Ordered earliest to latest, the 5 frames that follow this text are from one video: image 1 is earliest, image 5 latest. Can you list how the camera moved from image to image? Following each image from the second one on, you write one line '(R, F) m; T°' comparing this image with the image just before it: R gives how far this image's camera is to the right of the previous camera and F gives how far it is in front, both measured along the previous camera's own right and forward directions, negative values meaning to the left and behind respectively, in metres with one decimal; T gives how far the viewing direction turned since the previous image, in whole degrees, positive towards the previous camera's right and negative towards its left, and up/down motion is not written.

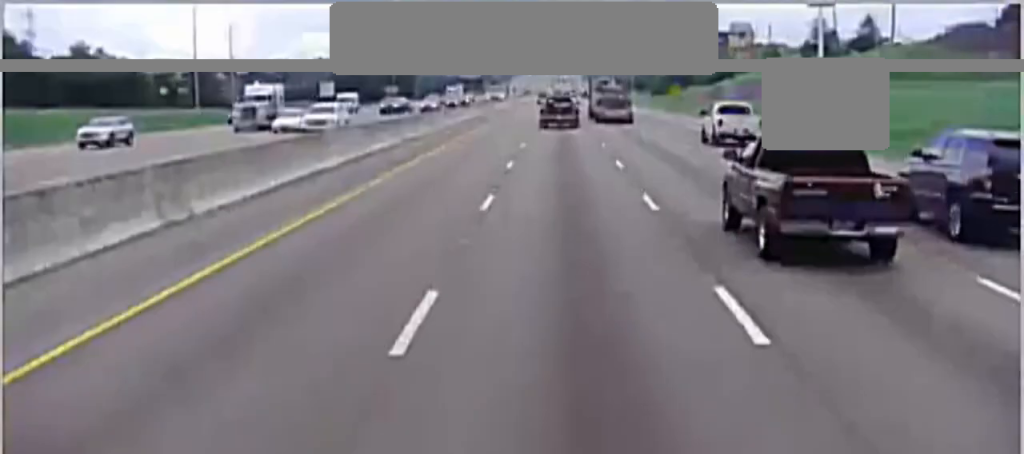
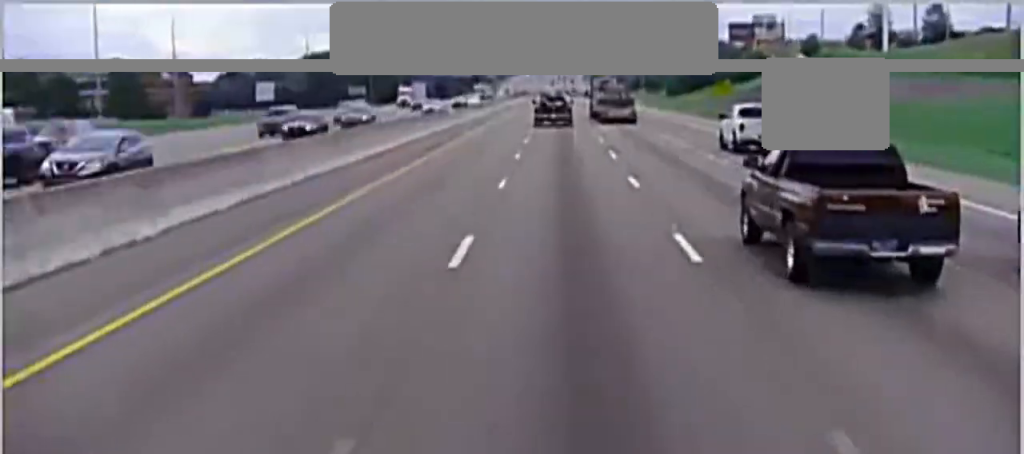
(-0.2, +44.3) m; 0°
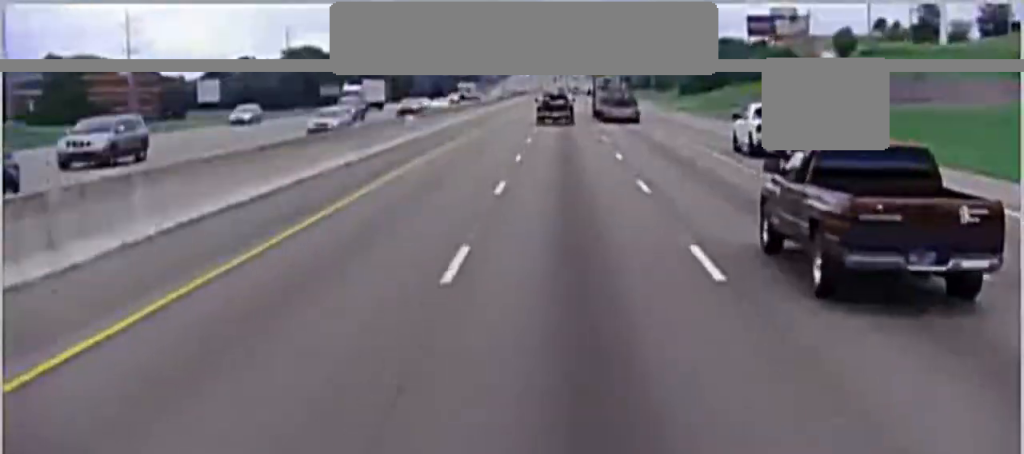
(+0.1, +25.9) m; 0°
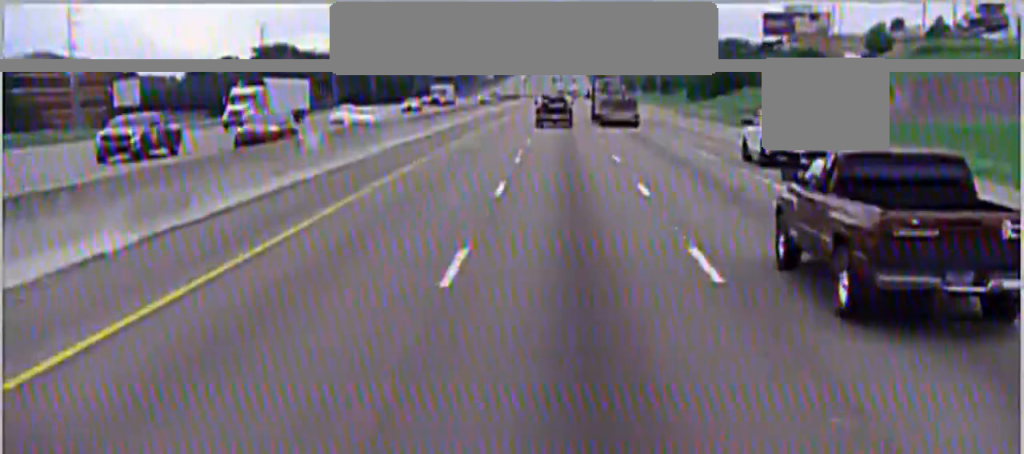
(0.0, +23.8) m; 0°
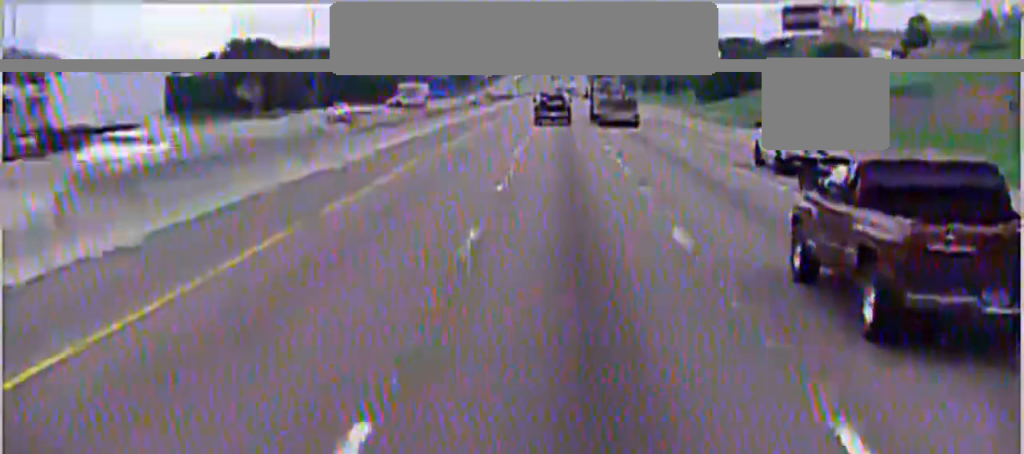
(0.0, +20.7) m; 0°
